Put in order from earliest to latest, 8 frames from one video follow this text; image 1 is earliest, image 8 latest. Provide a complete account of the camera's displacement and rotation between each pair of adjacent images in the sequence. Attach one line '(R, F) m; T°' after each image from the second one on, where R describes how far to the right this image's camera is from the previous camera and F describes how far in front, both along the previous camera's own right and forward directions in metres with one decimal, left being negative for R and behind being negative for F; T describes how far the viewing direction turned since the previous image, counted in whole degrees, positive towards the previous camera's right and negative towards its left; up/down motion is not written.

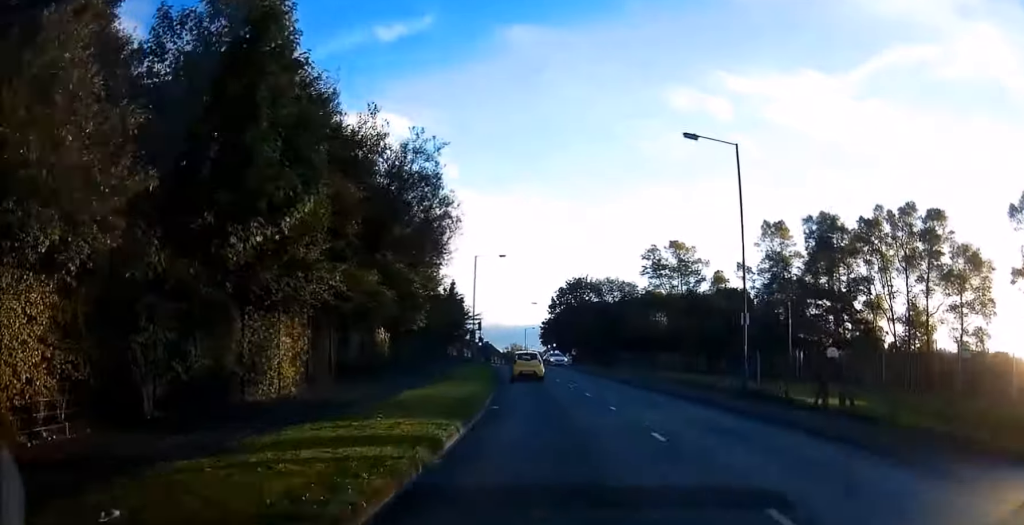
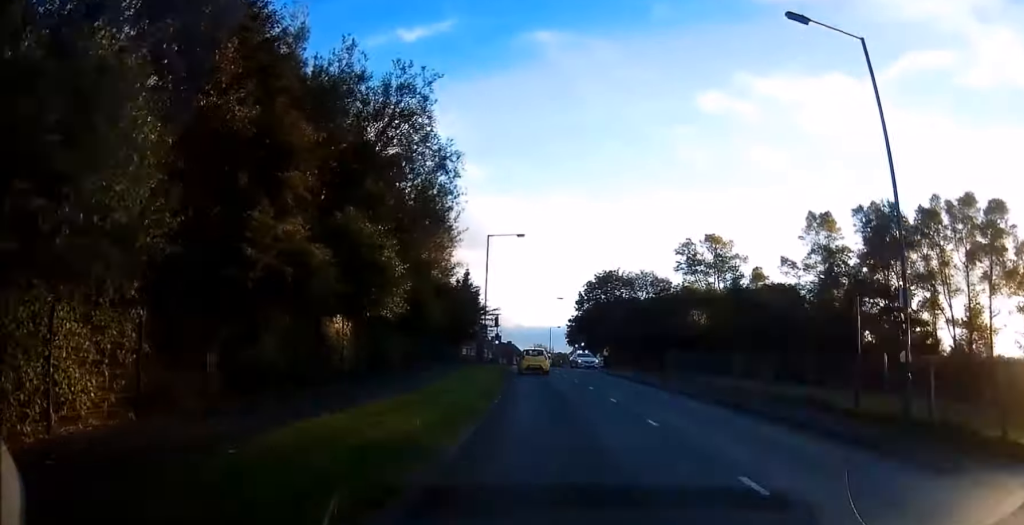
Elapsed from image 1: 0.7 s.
(-0.3, +10.0) m; -2°
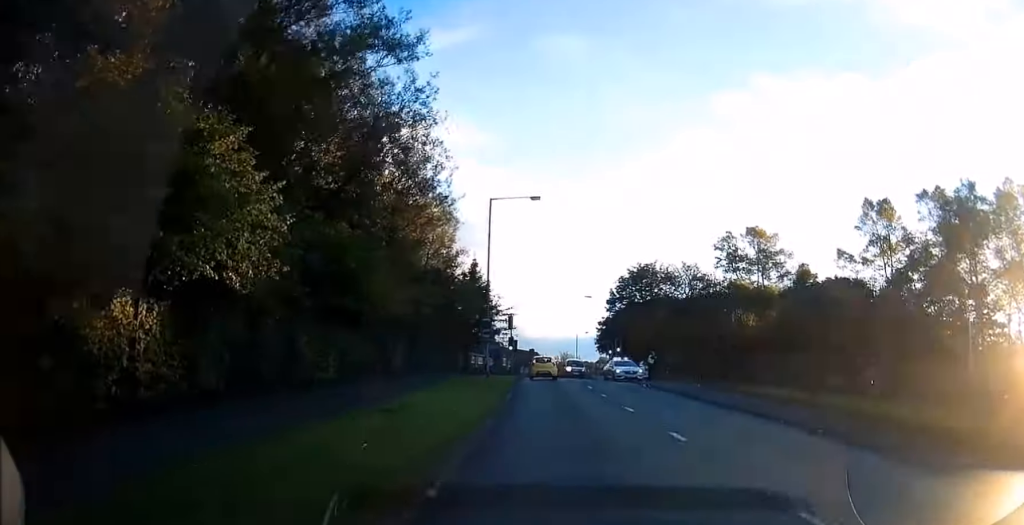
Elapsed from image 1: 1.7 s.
(0.0, +13.3) m; -2°
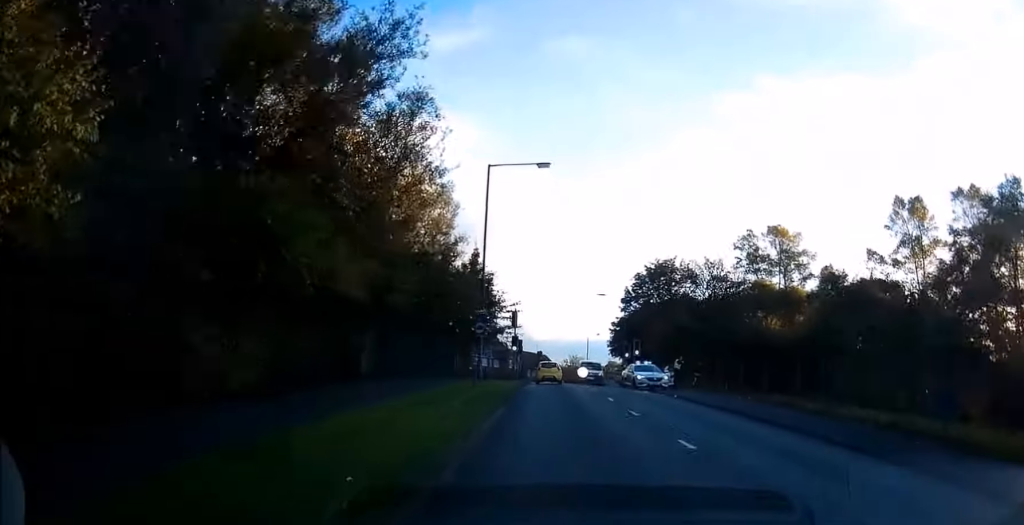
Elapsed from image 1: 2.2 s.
(-0.3, +6.4) m; -1°
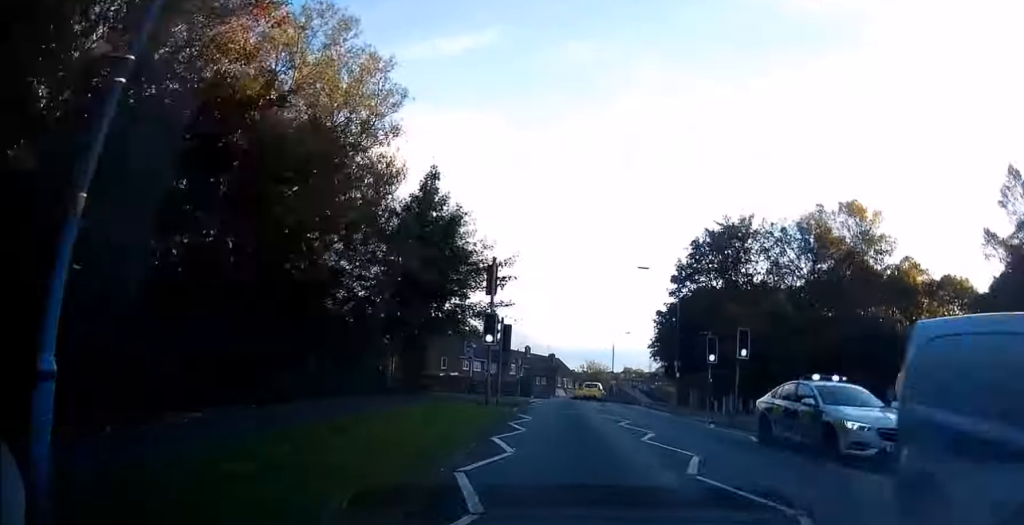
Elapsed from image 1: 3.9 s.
(-0.4, +24.1) m; -2°
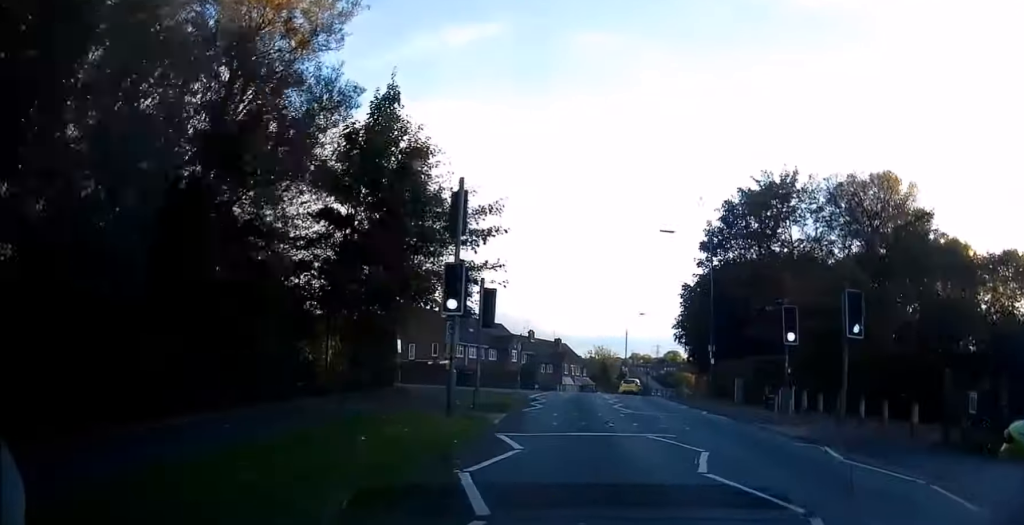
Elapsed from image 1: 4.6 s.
(-0.1, +8.6) m; -1°
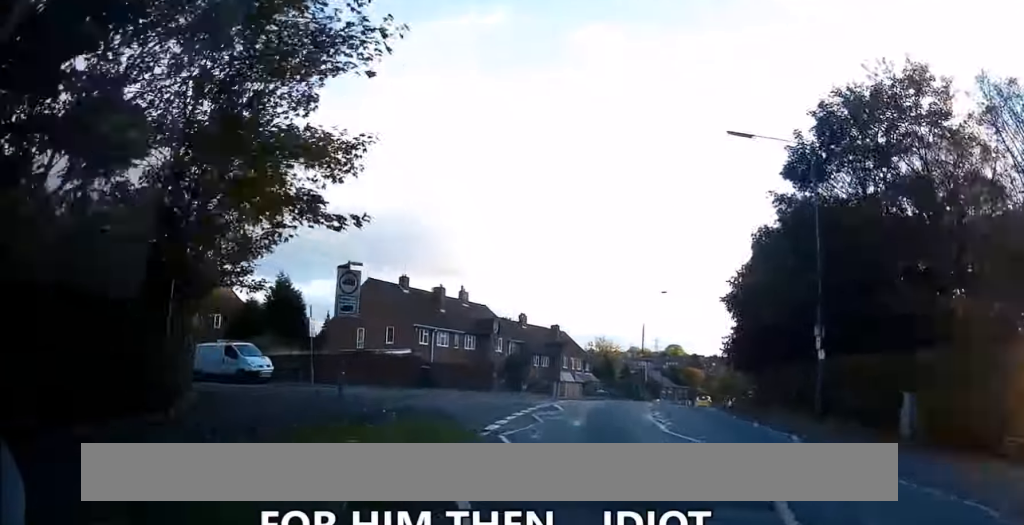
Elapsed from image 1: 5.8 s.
(+0.1, +16.1) m; +3°
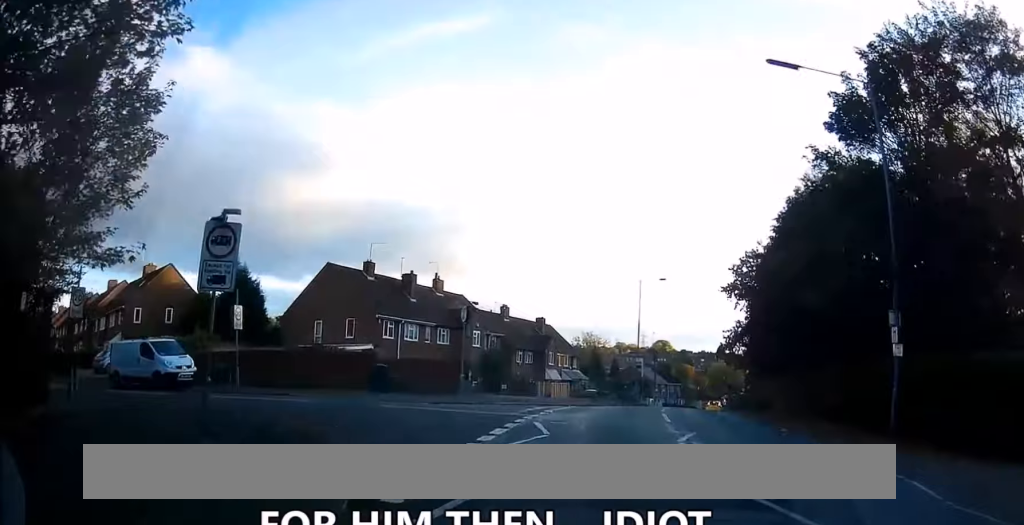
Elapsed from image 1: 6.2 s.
(+0.2, +6.2) m; +2°
